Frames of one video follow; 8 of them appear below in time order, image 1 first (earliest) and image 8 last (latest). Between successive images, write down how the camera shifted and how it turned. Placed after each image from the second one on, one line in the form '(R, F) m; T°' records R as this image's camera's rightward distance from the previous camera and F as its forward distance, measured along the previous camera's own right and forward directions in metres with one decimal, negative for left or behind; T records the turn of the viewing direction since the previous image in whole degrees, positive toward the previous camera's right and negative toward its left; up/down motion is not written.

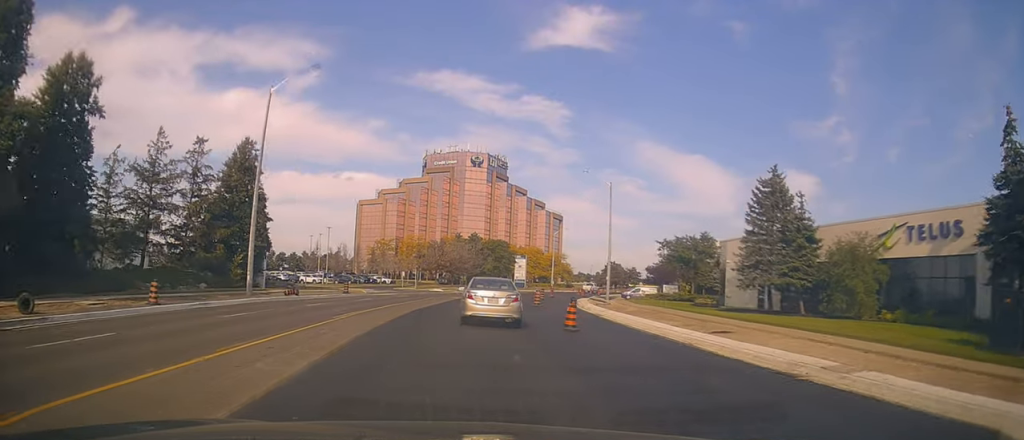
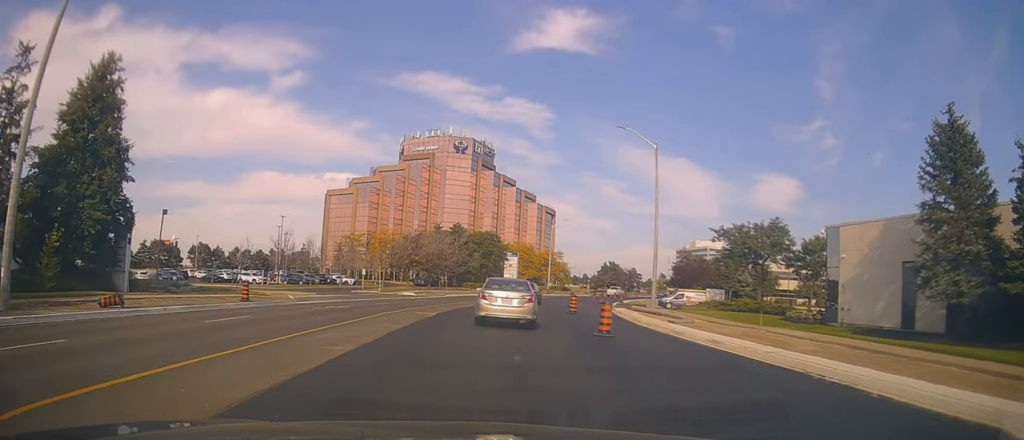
(0.0, +19.9) m; +1°
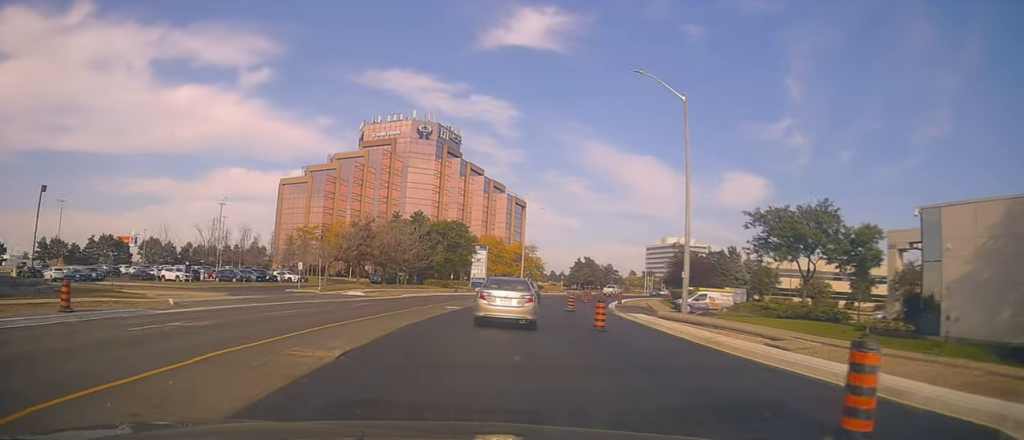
(+0.2, +12.2) m; +3°
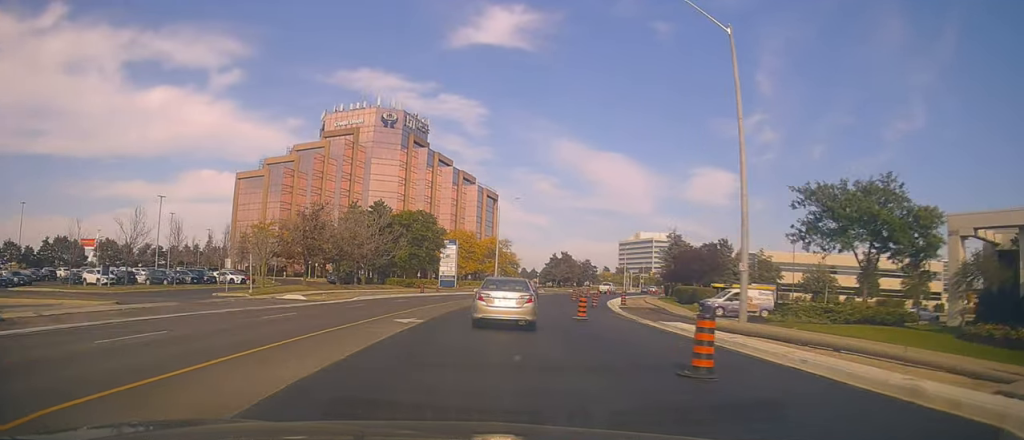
(+0.4, +10.3) m; +1°
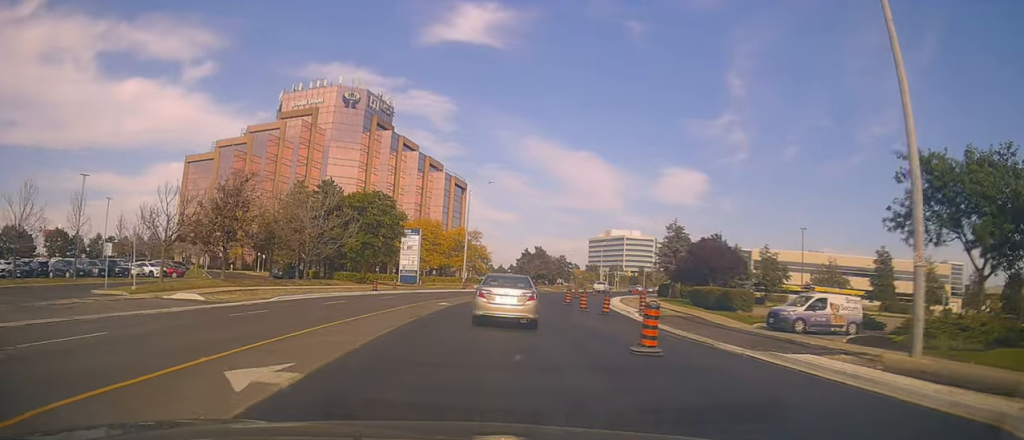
(-0.3, +11.7) m; +3°
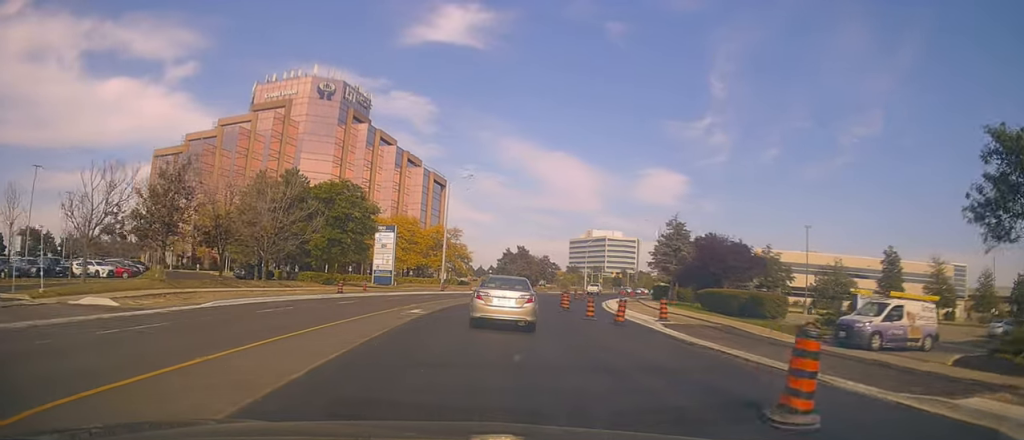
(+0.5, +6.3) m; +4°
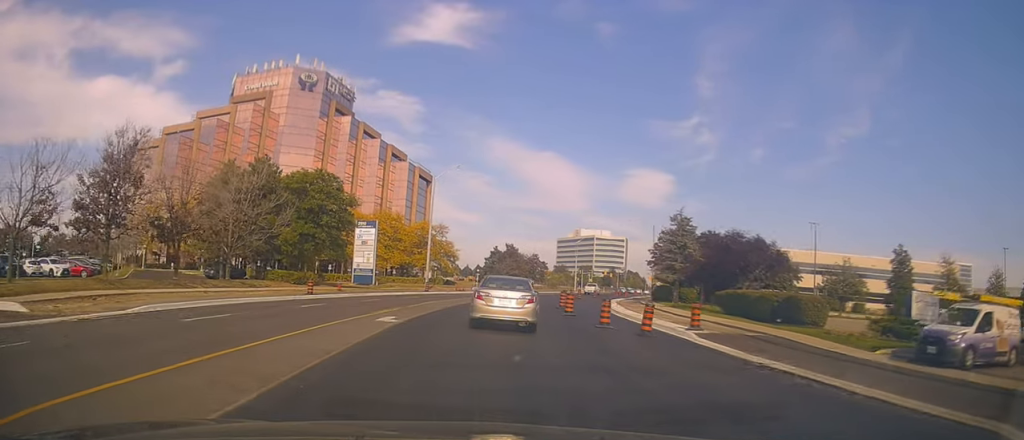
(+0.1, +5.1) m; +3°
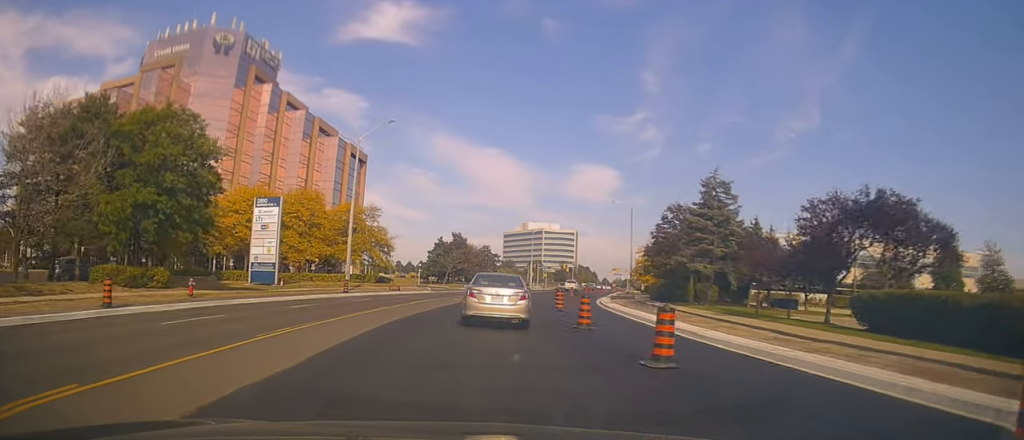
(+0.9, +19.1) m; +2°
